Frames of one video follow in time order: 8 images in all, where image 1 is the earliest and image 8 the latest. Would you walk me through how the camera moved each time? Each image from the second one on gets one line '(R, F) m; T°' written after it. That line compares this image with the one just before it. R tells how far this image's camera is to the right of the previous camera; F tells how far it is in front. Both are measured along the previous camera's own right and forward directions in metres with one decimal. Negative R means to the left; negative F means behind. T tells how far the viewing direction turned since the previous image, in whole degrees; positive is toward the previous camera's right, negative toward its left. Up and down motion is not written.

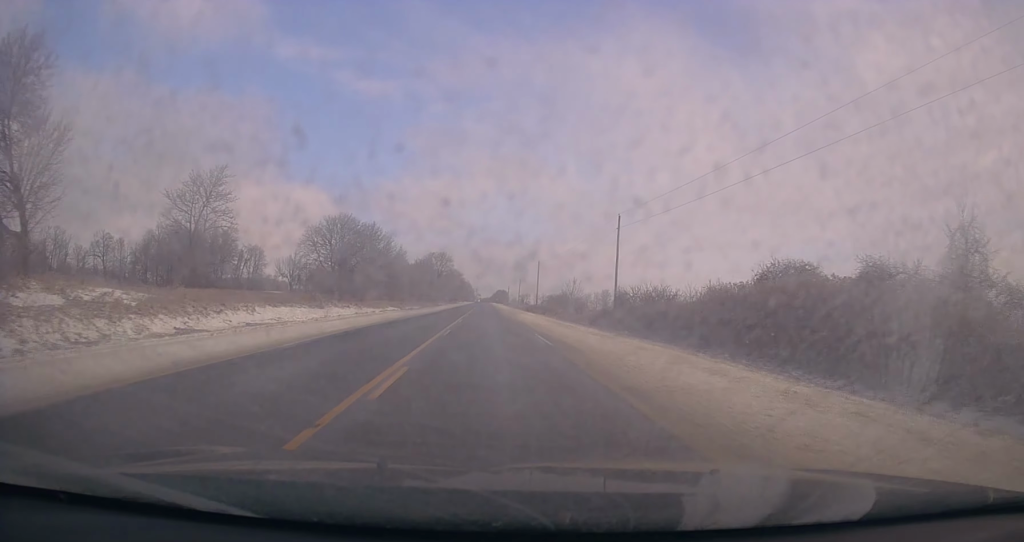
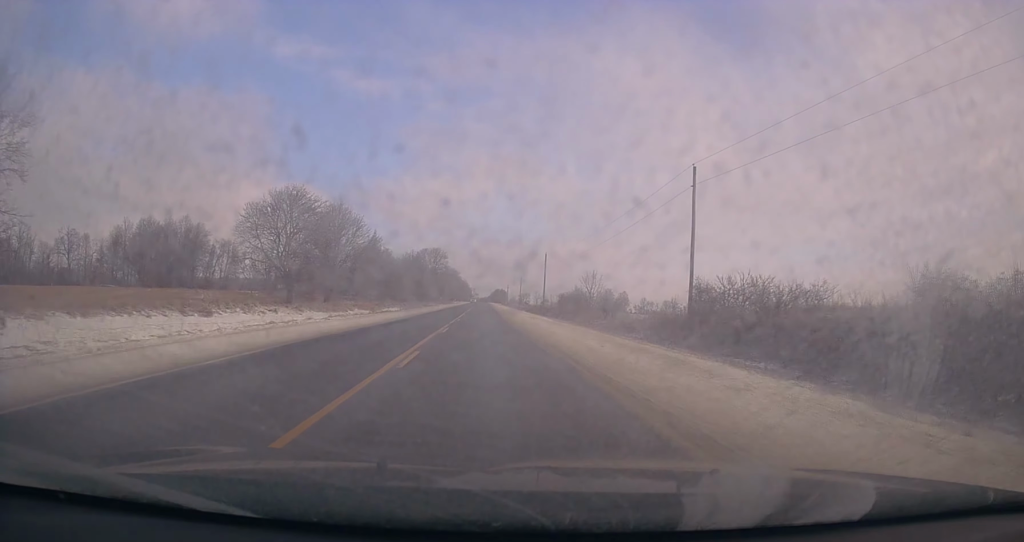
(+0.1, +20.9) m; 0°
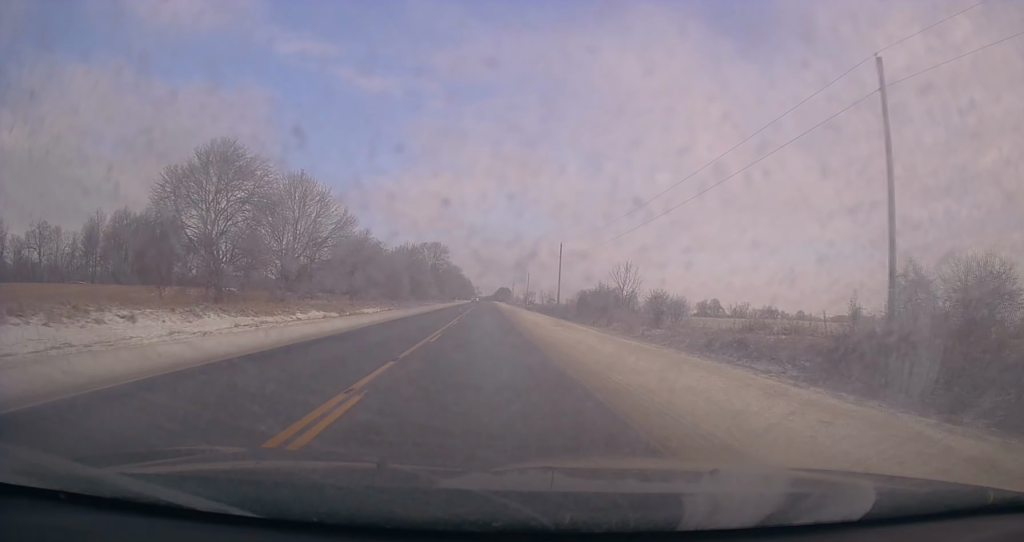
(0.0, +17.5) m; 0°
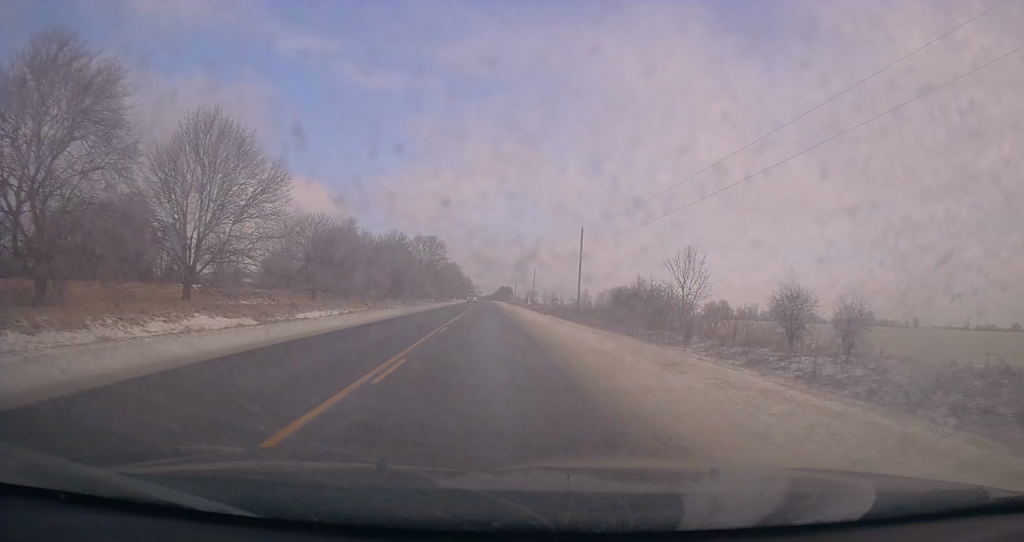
(0.0, +20.7) m; 0°
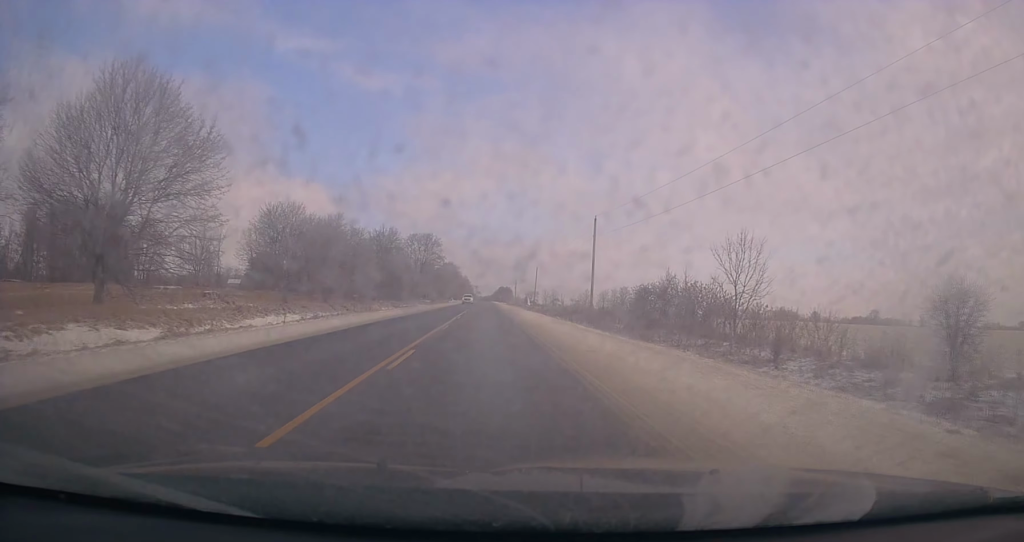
(0.0, +9.7) m; 0°
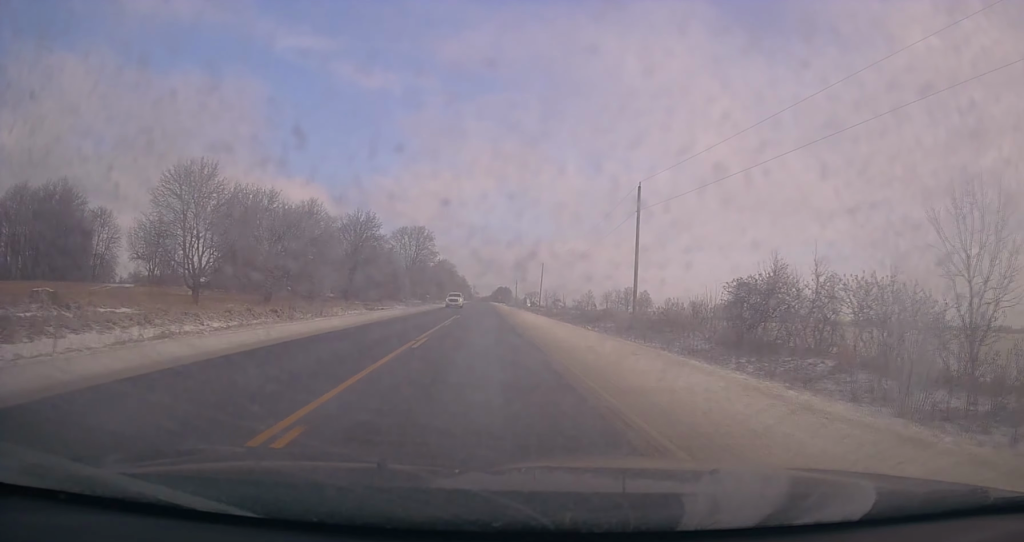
(0.0, +20.0) m; -1°
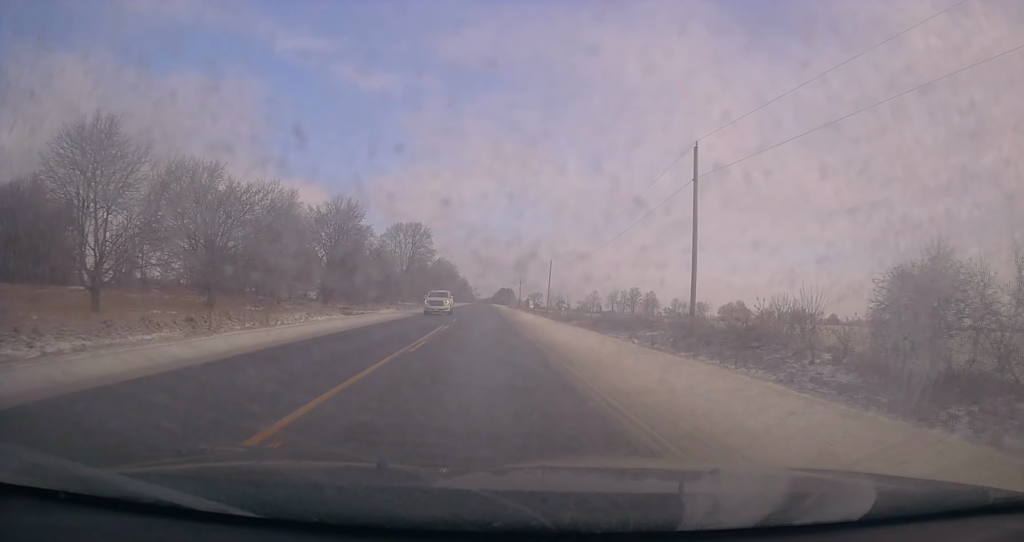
(-0.1, +12.9) m; 0°
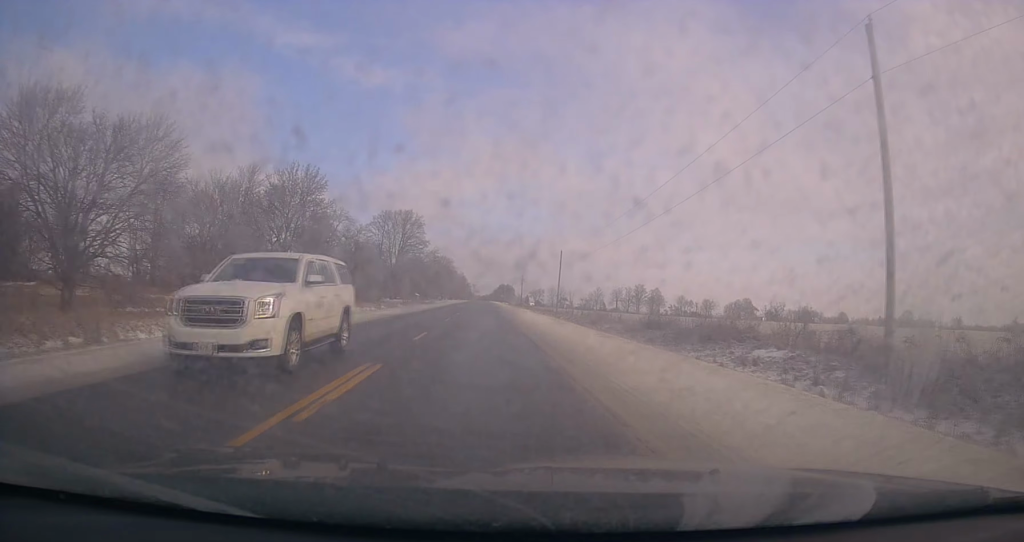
(-0.4, +17.7) m; +1°
